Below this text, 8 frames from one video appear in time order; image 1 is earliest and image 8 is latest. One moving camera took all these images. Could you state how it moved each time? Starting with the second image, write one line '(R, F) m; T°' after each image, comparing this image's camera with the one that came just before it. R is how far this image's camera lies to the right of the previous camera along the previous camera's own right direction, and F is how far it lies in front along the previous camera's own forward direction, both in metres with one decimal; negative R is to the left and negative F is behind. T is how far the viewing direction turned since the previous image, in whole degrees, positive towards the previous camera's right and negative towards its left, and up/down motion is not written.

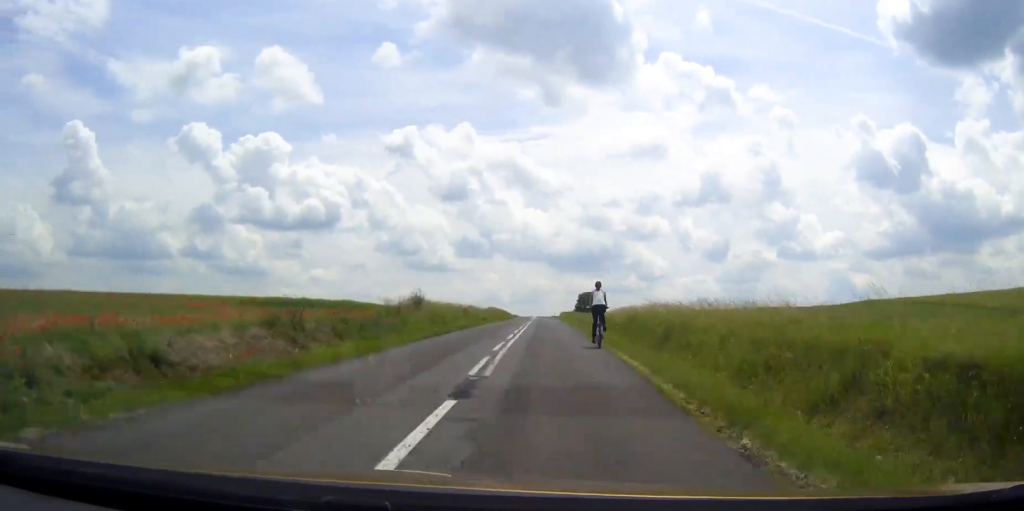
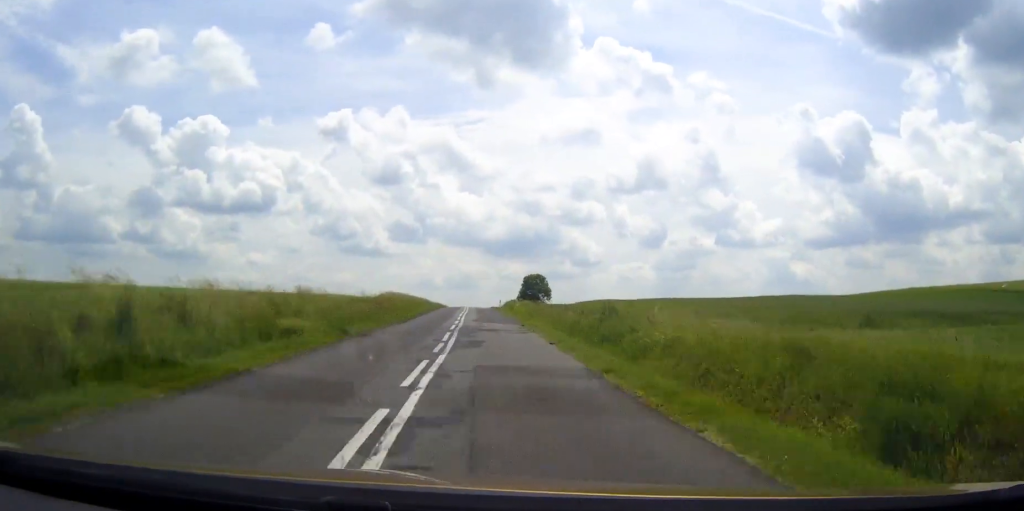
(+0.5, +58.0) m; +1°
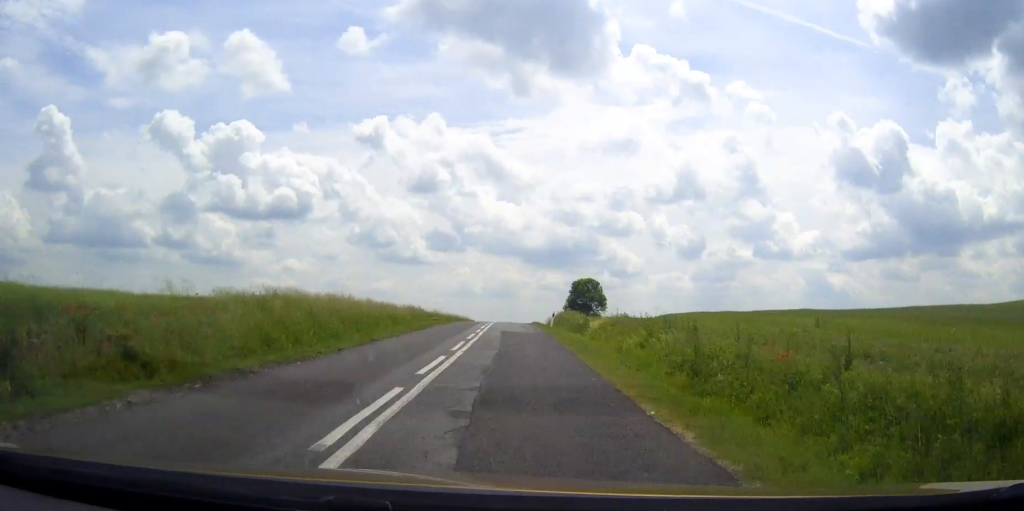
(0.0, +44.2) m; 0°
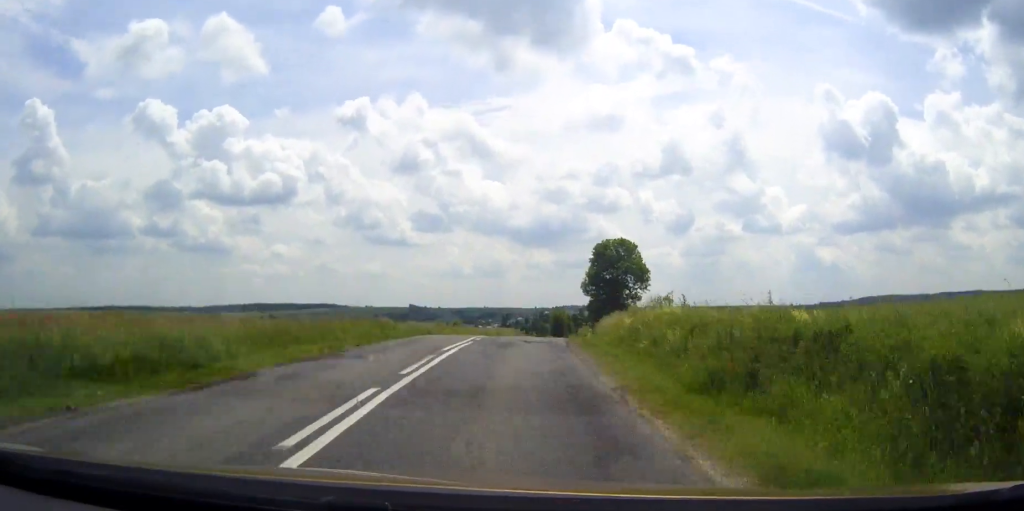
(+0.4, +64.1) m; +2°
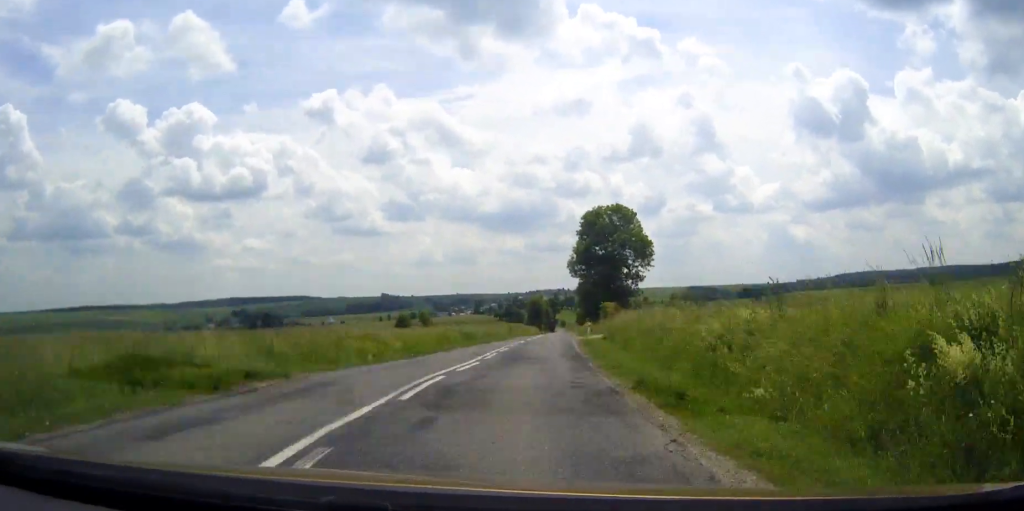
(-0.2, +23.5) m; +1°
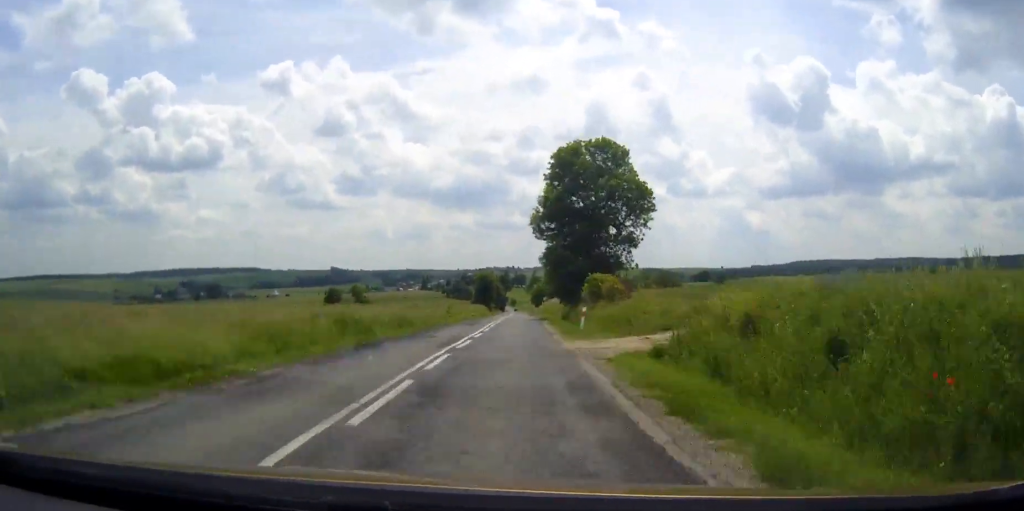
(+1.0, +28.9) m; +1°
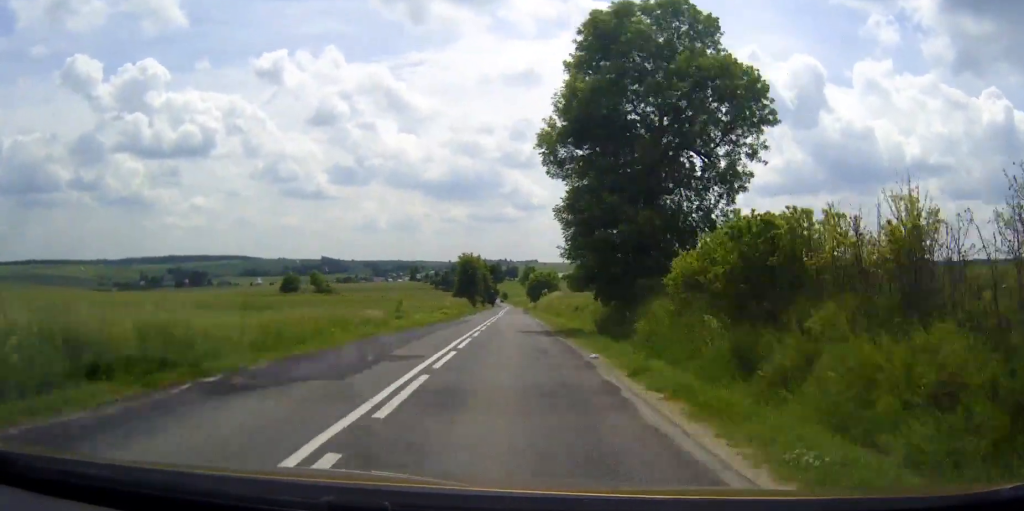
(+0.5, +31.0) m; +1°
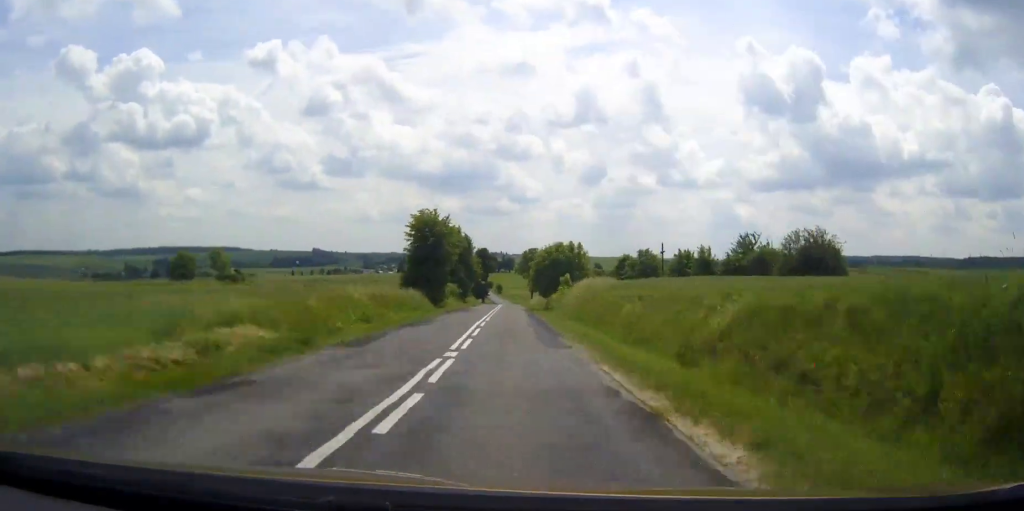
(+0.3, +52.1) m; 0°
